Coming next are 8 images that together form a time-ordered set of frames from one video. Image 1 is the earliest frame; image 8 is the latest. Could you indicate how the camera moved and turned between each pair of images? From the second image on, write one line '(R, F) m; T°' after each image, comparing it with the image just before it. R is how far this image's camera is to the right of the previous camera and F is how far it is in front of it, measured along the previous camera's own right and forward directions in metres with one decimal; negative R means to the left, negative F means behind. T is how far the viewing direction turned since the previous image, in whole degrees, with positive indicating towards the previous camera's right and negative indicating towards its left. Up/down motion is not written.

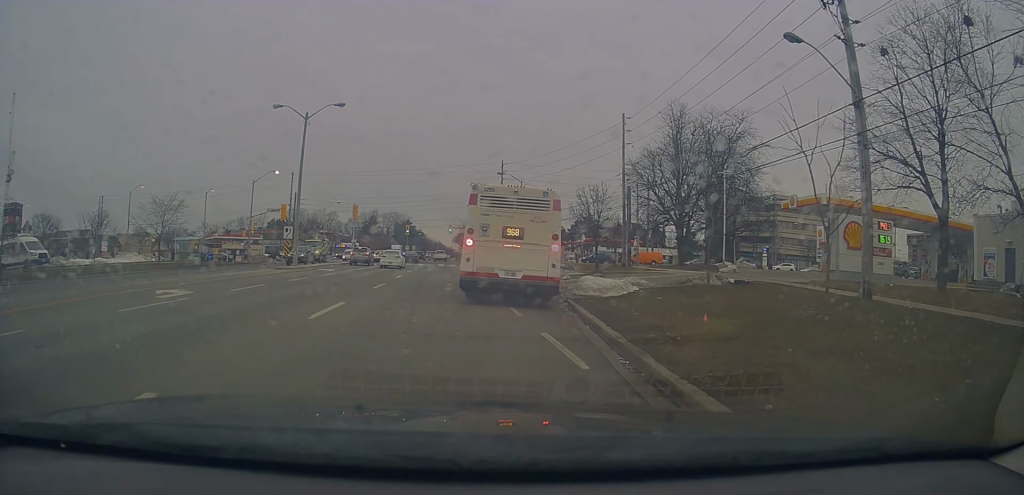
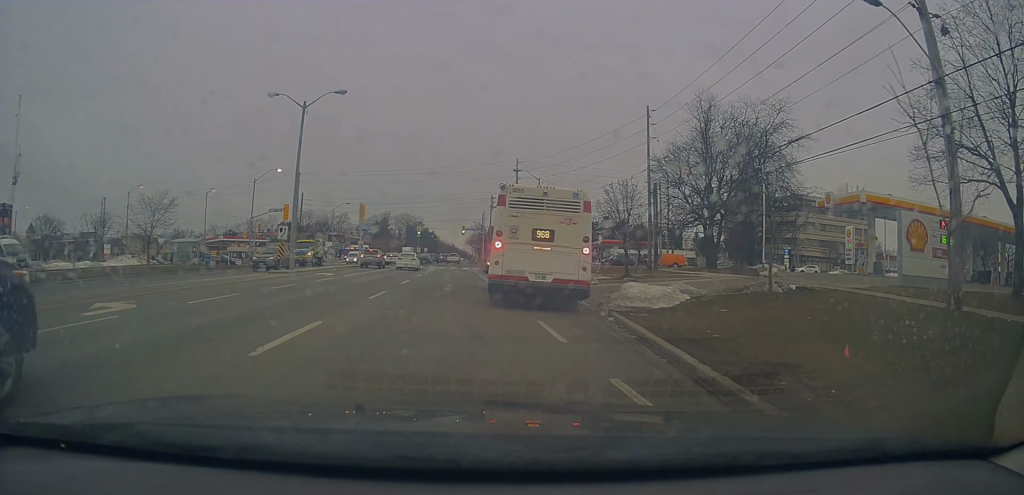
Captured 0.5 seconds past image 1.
(0.0, +2.3) m; 0°
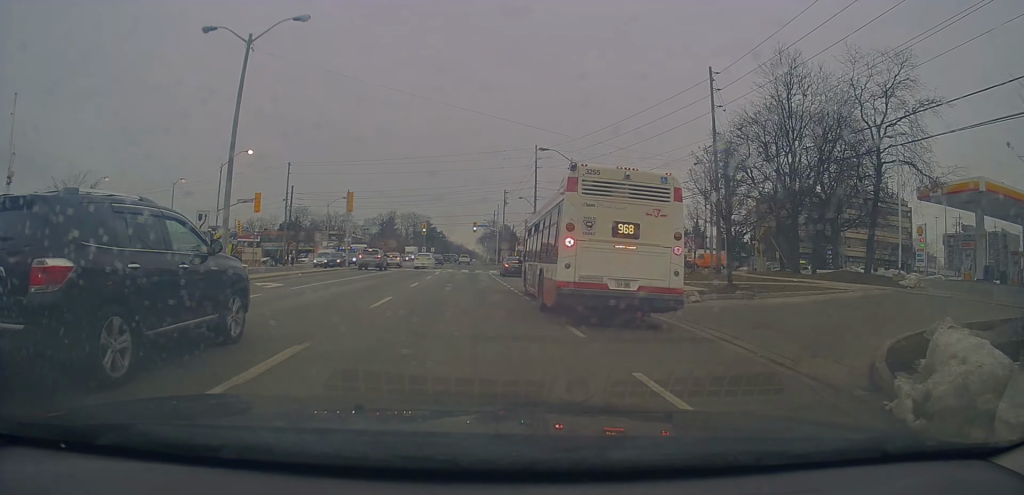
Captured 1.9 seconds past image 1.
(+0.2, +7.8) m; +1°
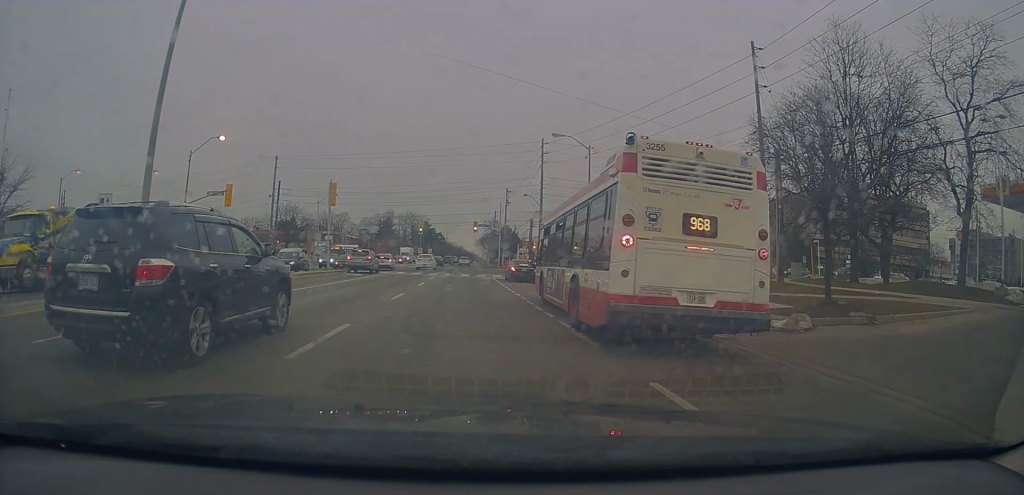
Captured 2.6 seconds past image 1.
(0.0, +4.8) m; -1°
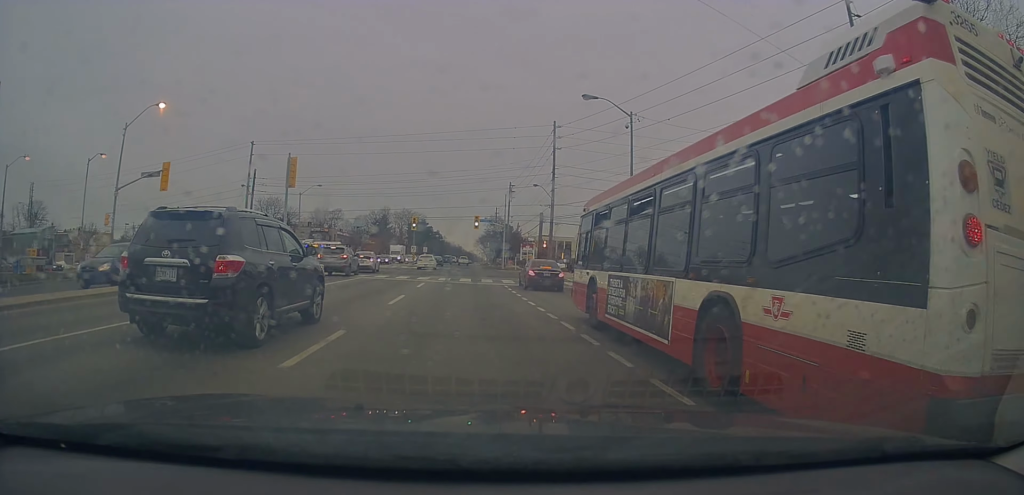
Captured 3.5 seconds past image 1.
(-0.2, +7.9) m; -1°
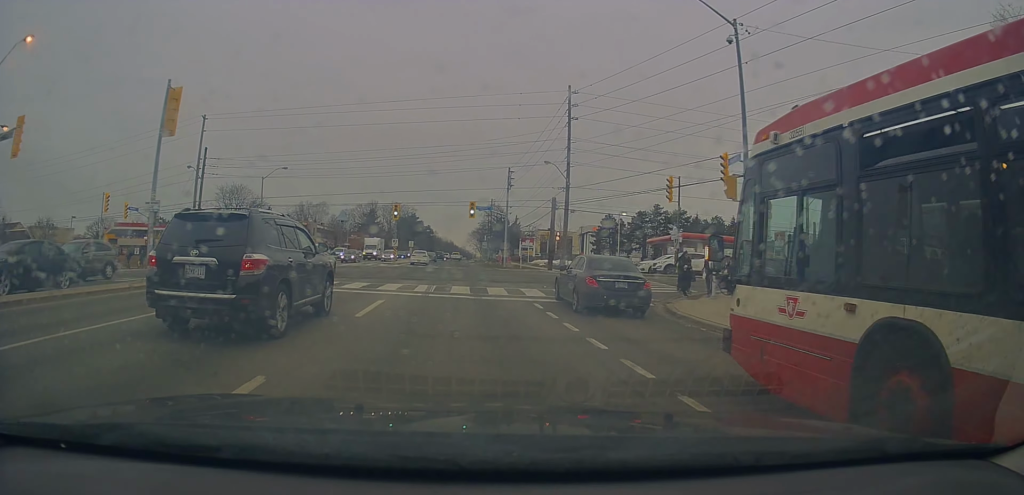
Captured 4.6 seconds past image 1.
(+0.1, +10.6) m; +1°
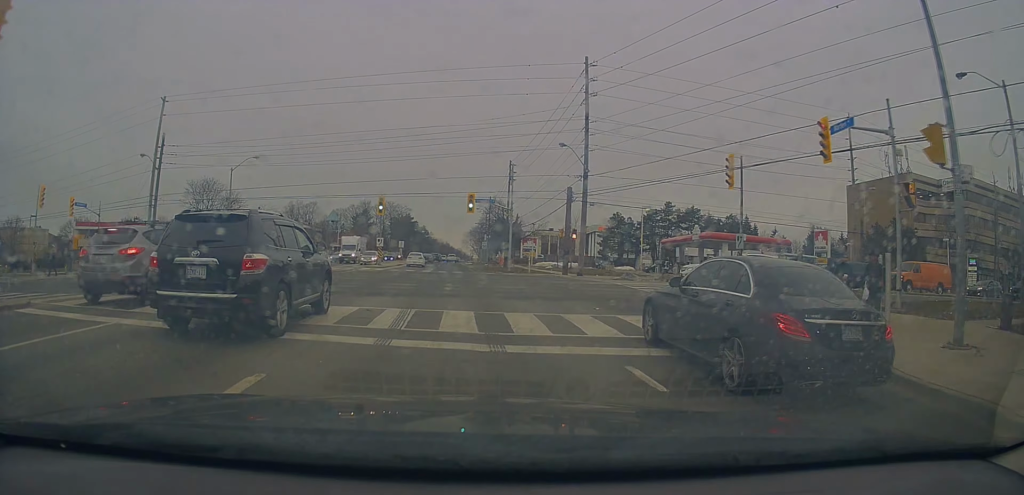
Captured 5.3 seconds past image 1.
(+0.3, +7.6) m; 0°
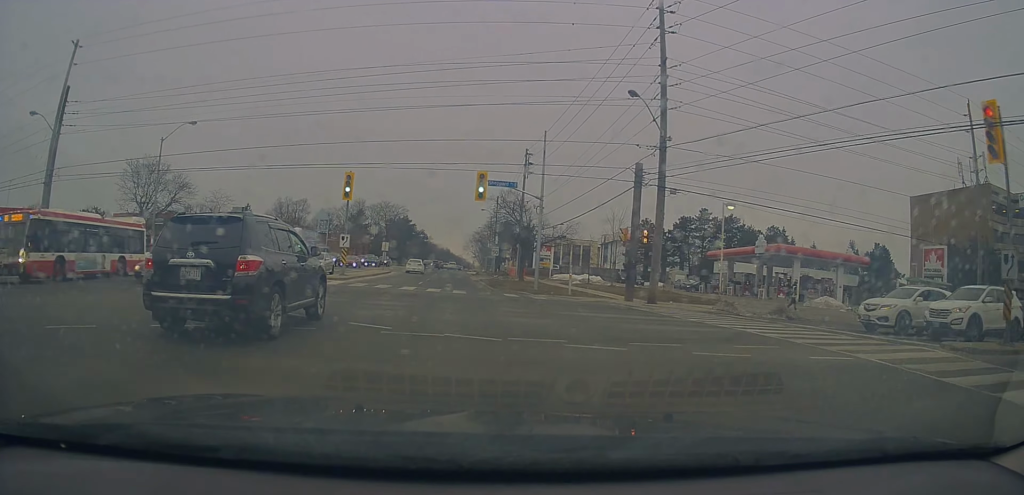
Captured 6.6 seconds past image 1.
(-0.5, +15.8) m; 0°
